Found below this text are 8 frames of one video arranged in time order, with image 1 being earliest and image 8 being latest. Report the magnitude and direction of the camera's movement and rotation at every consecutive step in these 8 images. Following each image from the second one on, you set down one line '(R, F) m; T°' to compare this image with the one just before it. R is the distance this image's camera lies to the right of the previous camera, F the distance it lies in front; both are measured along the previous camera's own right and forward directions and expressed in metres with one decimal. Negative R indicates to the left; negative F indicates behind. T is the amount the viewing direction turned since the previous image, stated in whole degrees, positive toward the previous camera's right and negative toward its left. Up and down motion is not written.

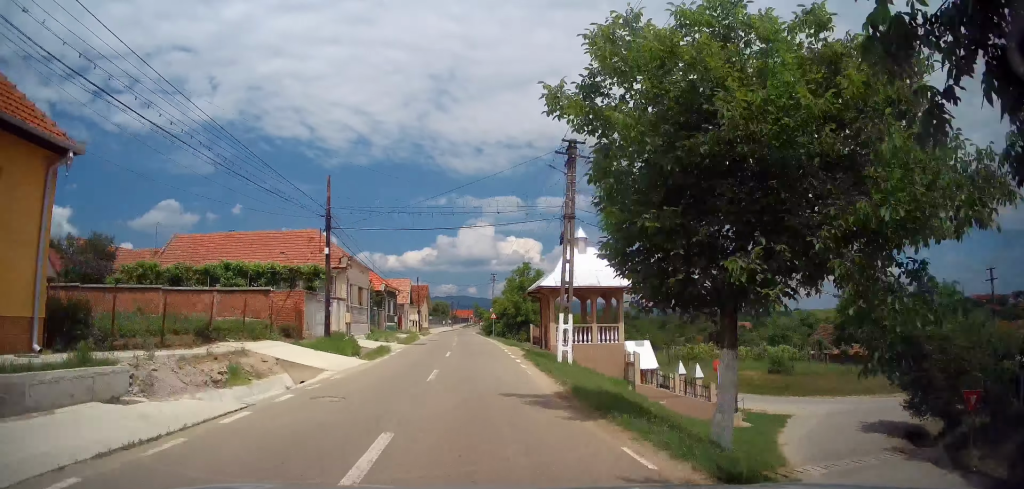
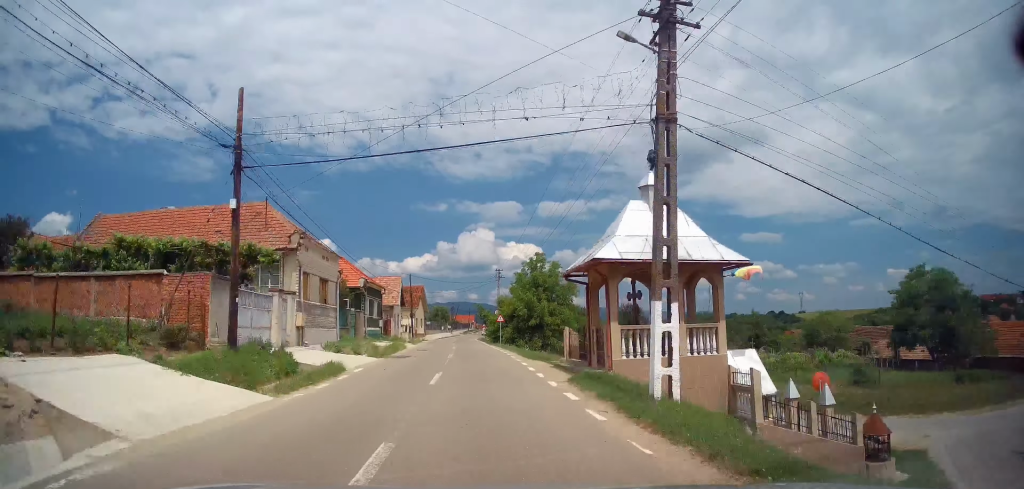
(+0.1, +9.6) m; -1°
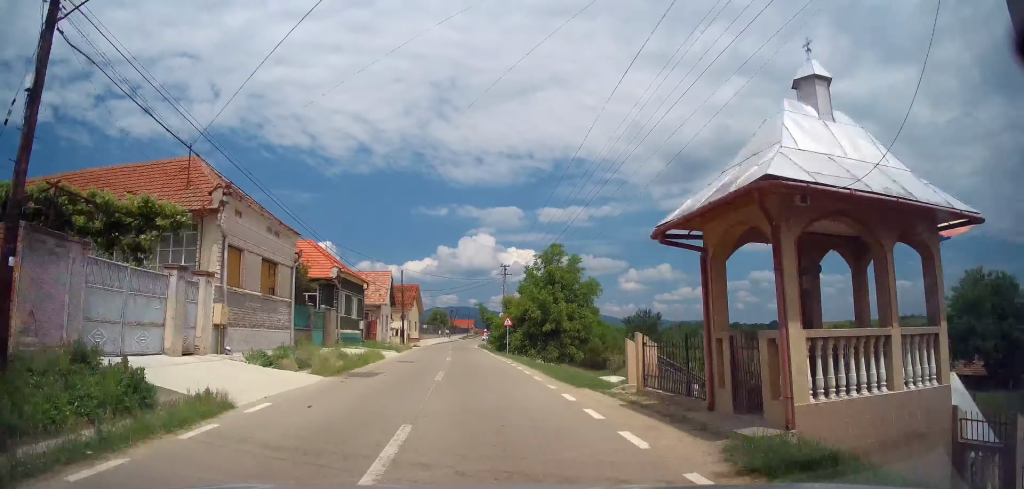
(-0.2, +7.6) m; -1°
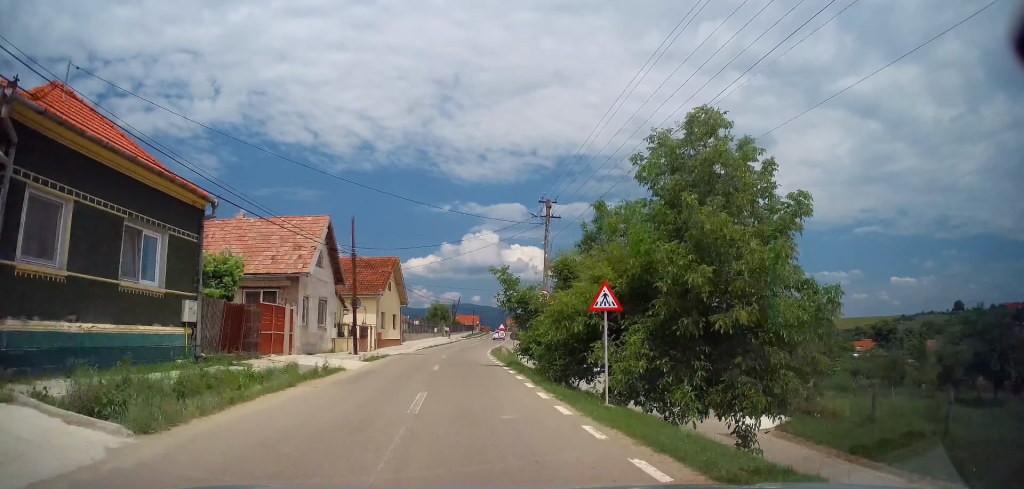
(-0.3, +23.3) m; -1°
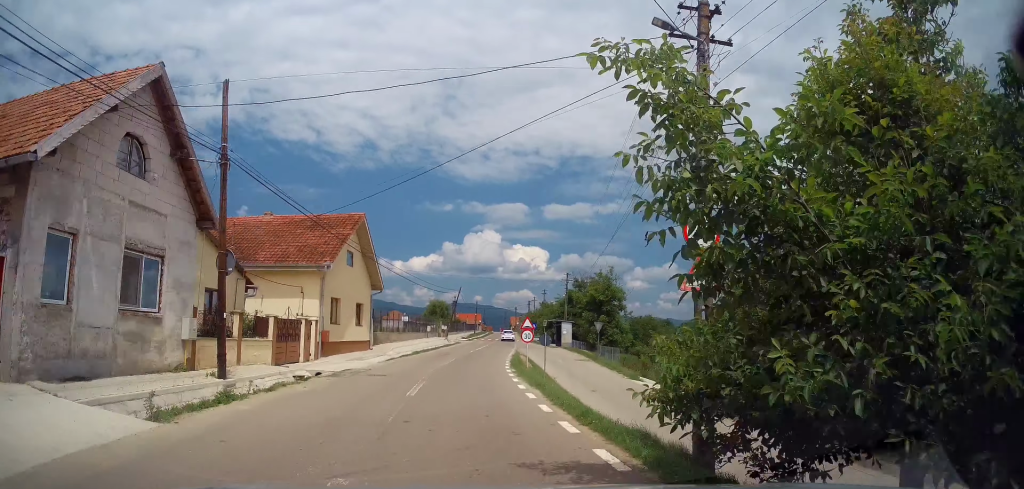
(0.0, +15.6) m; +1°
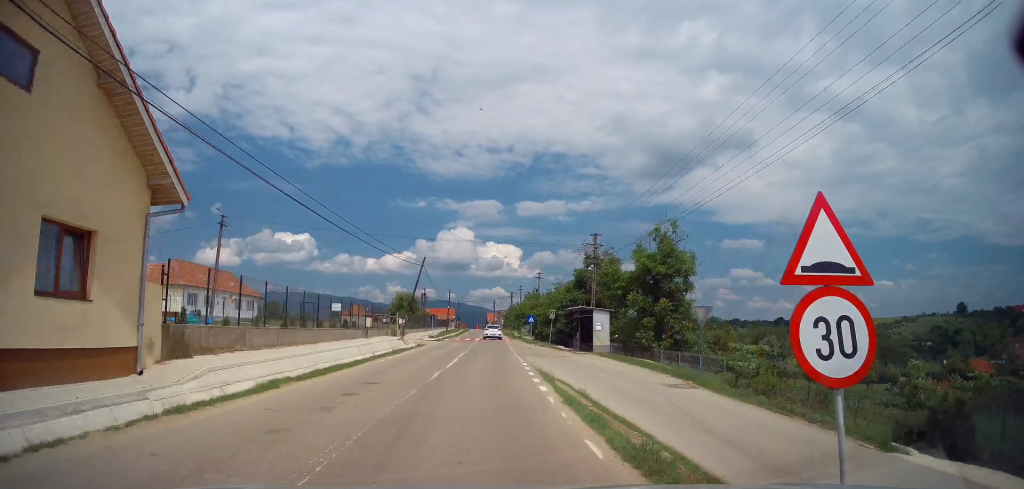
(+0.5, +22.7) m; +2°
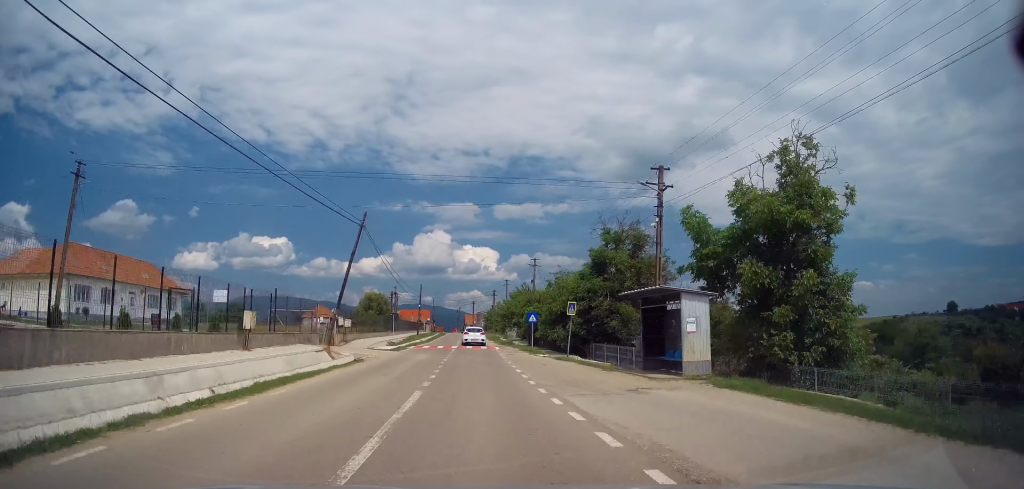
(+0.1, +15.5) m; +2°
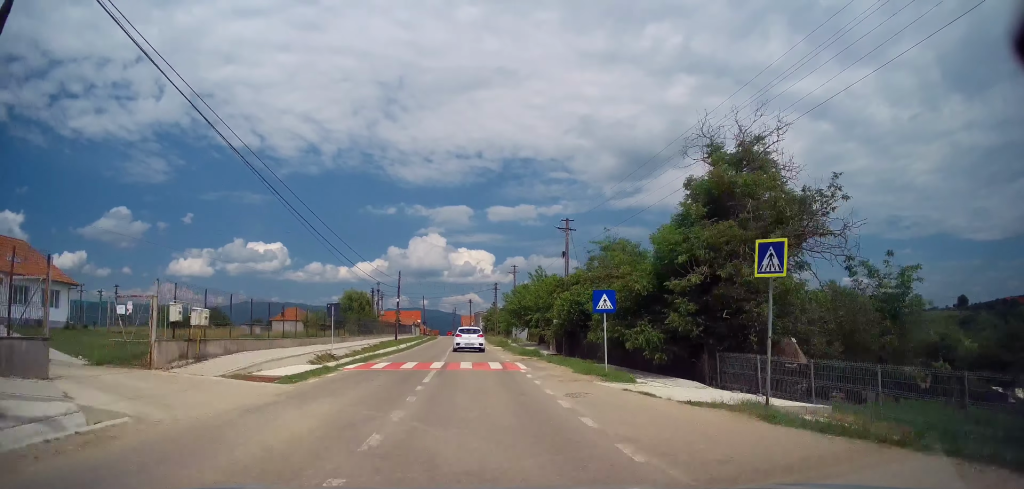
(+0.5, +18.4) m; +2°
